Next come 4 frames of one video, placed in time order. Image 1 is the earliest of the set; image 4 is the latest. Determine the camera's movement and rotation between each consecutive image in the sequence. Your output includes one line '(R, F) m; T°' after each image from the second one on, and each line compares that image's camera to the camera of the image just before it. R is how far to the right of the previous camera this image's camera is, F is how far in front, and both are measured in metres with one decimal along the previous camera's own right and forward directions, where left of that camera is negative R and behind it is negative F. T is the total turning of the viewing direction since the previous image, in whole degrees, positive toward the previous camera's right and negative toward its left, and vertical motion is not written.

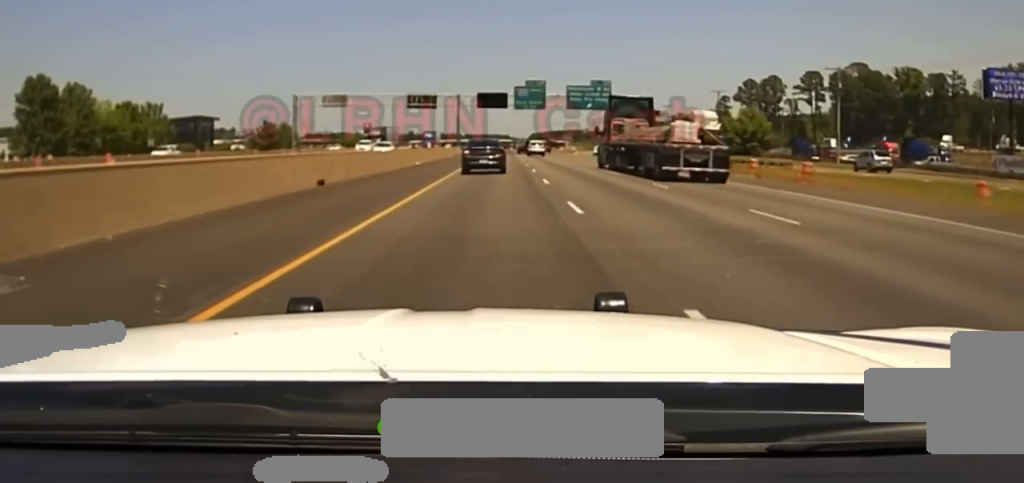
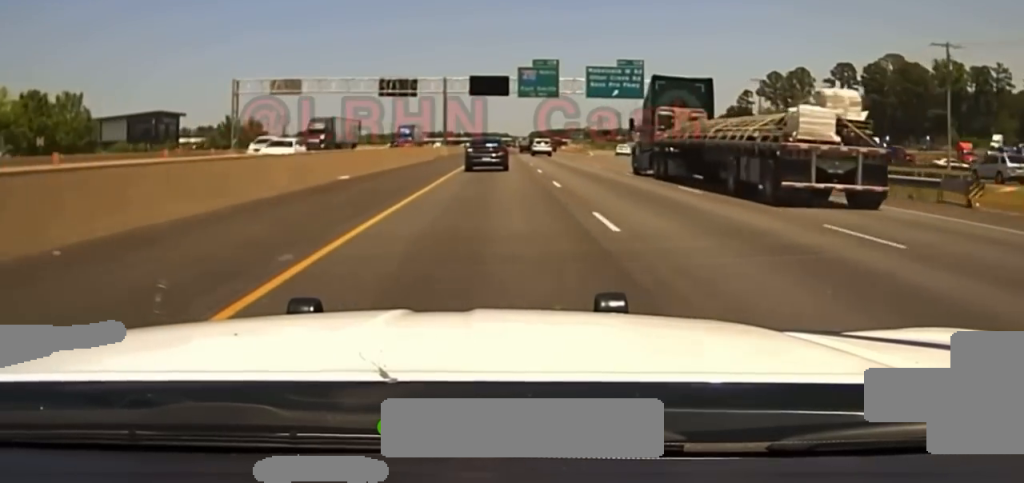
(0.0, +29.2) m; 0°
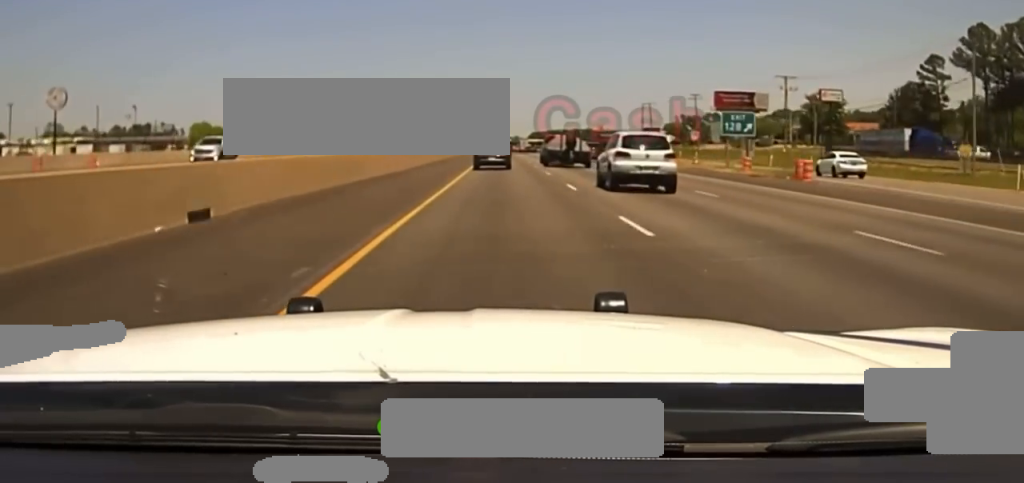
(-0.4, +113.4) m; 0°
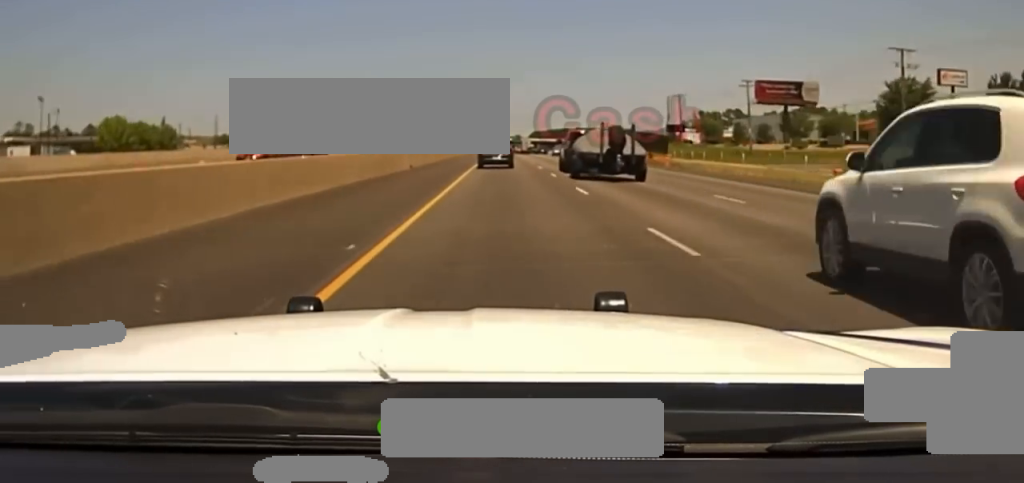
(+0.3, +36.8) m; 0°
